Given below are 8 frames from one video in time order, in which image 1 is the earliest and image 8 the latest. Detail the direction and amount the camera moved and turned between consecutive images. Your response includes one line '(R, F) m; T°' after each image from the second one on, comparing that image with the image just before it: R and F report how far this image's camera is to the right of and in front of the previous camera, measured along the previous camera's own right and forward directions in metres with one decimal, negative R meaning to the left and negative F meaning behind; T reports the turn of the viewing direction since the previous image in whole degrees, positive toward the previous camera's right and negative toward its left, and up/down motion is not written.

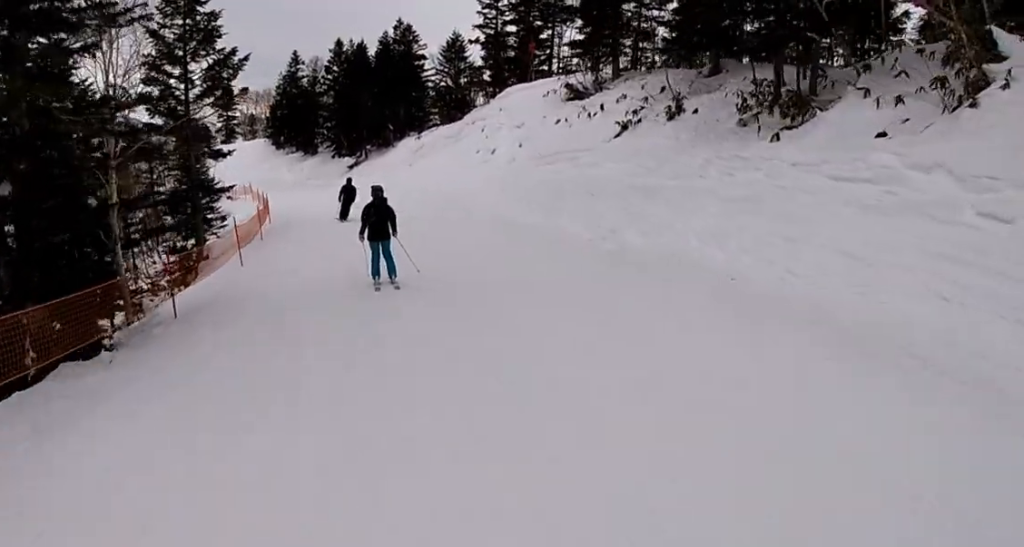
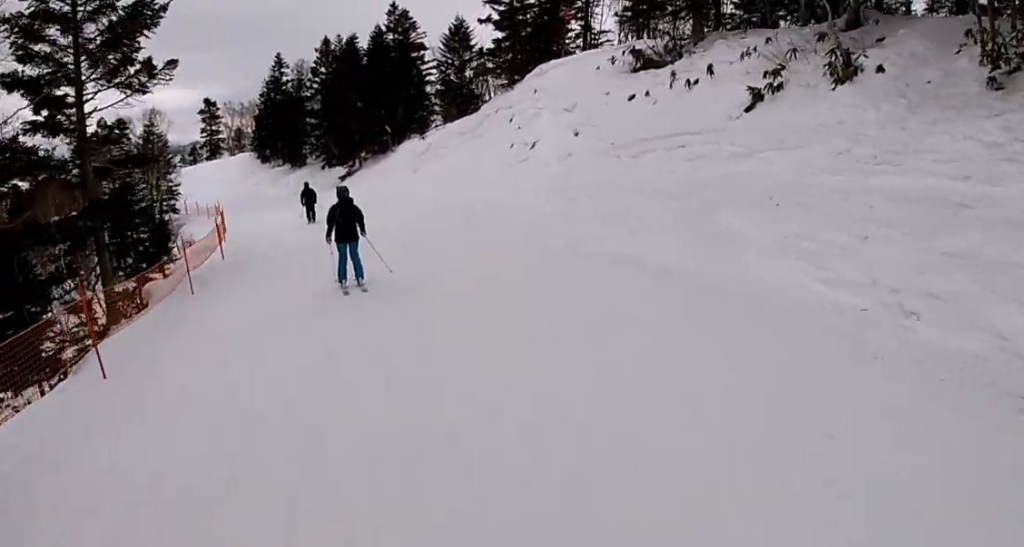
(-1.1, +6.9) m; -6°
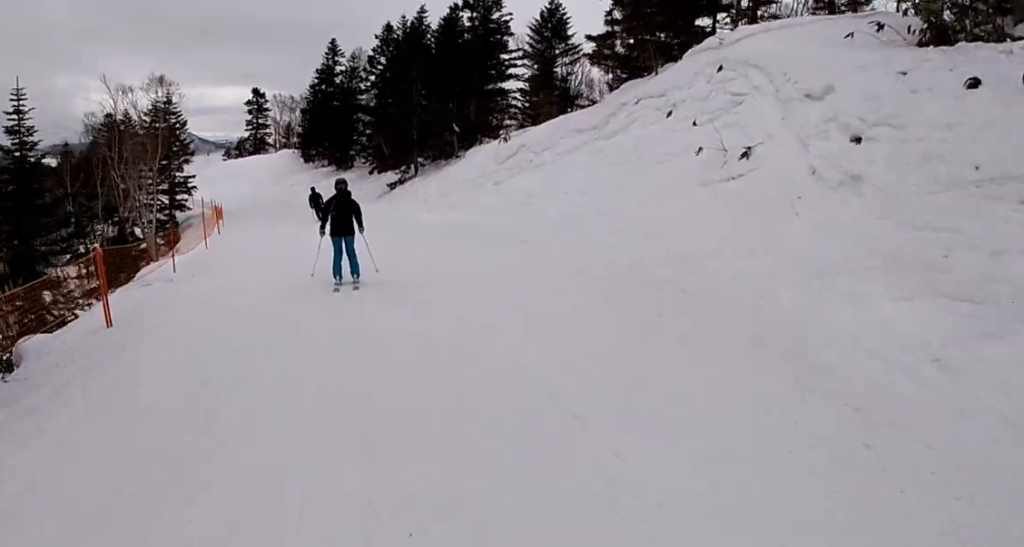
(-0.3, +8.8) m; -3°
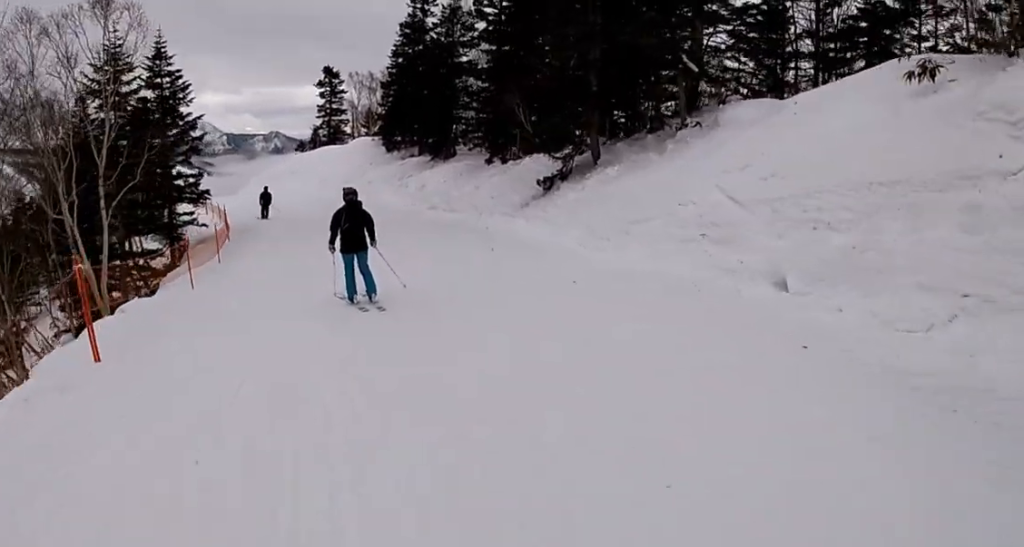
(-0.9, +16.0) m; -7°
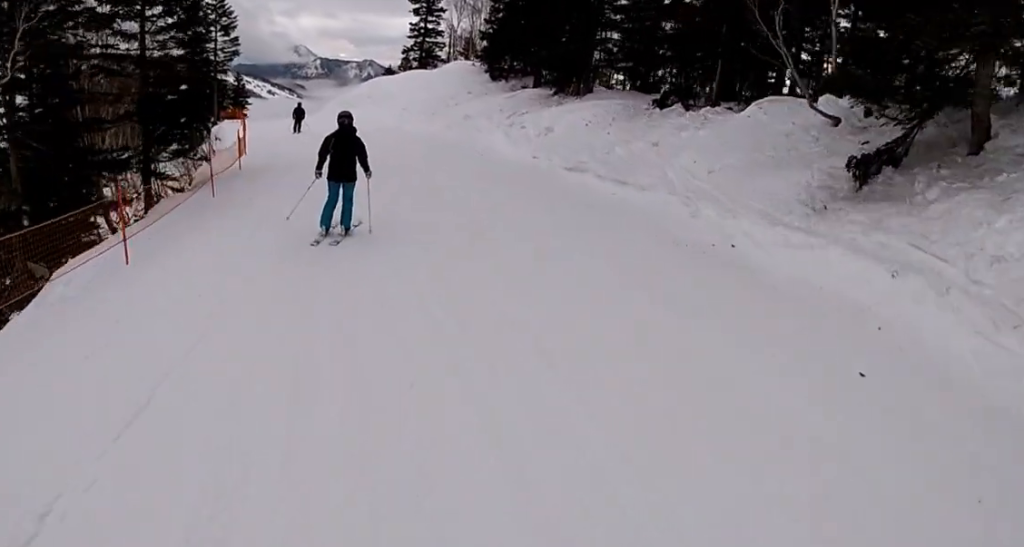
(0.0, +9.7) m; 0°
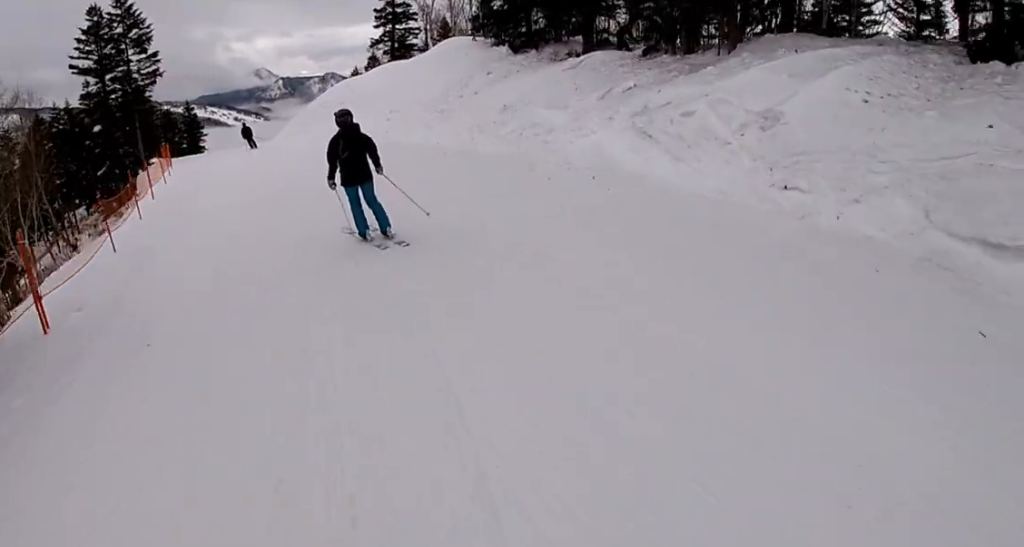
(0.0, +10.8) m; -5°
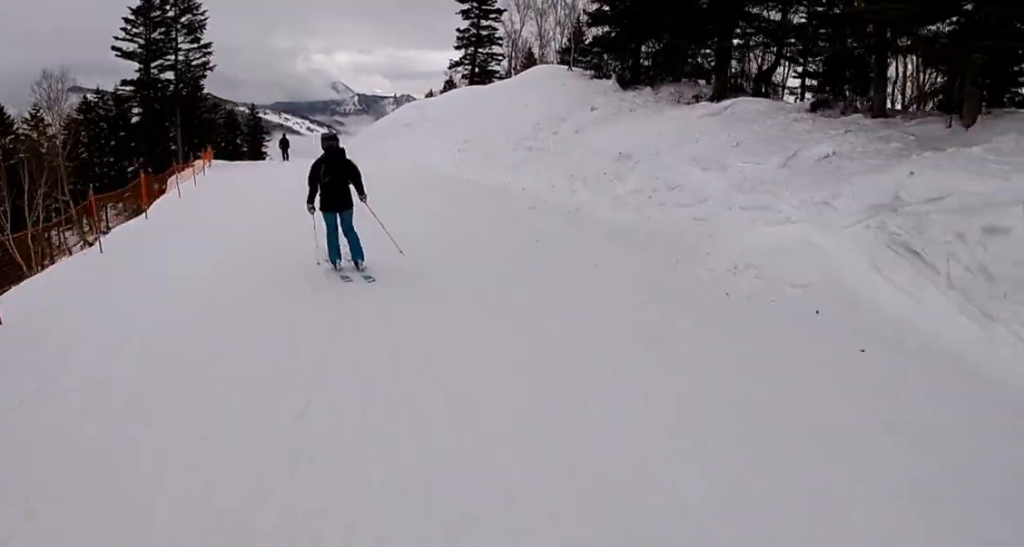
(+0.1, +4.3) m; -5°
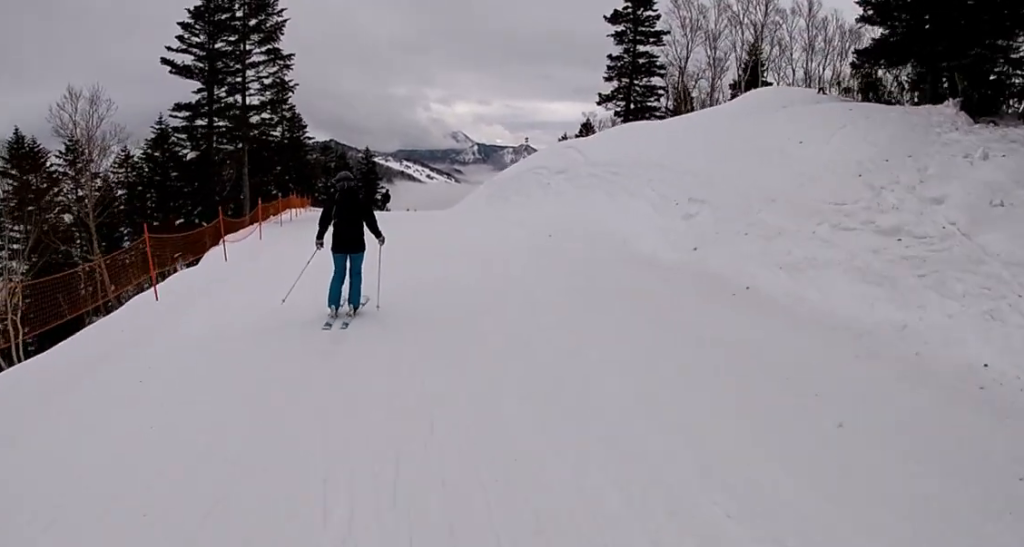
(-1.4, +8.8) m; -11°
